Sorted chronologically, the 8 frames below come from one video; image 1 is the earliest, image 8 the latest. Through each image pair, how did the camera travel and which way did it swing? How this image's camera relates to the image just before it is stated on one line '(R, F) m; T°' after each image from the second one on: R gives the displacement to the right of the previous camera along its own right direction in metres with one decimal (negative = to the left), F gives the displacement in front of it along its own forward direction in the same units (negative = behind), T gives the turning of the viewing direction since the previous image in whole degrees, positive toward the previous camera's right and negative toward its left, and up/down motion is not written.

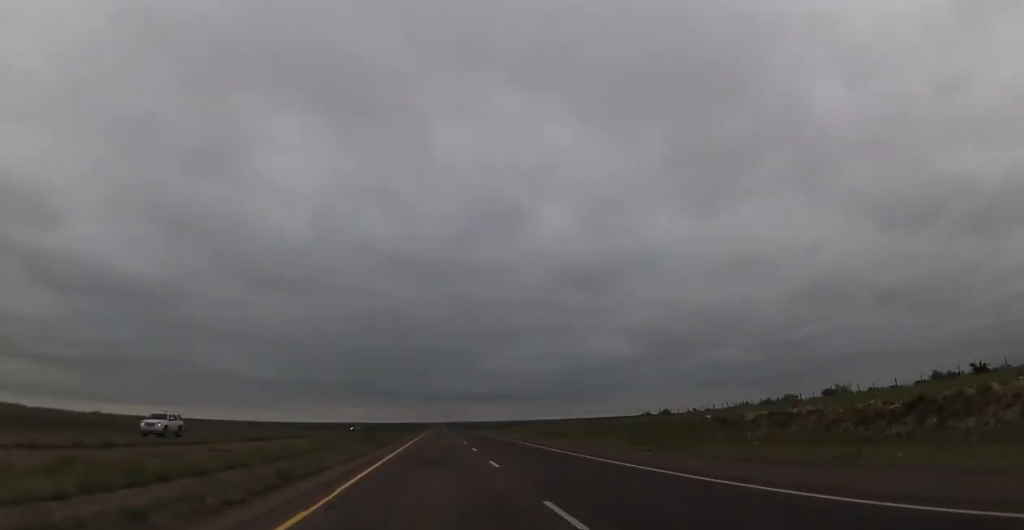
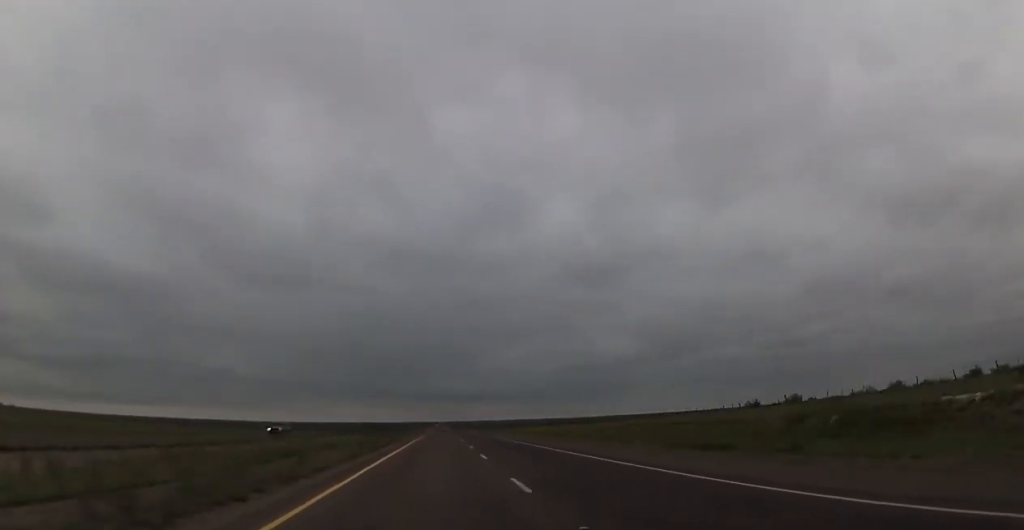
(+0.1, +44.1) m; 0°
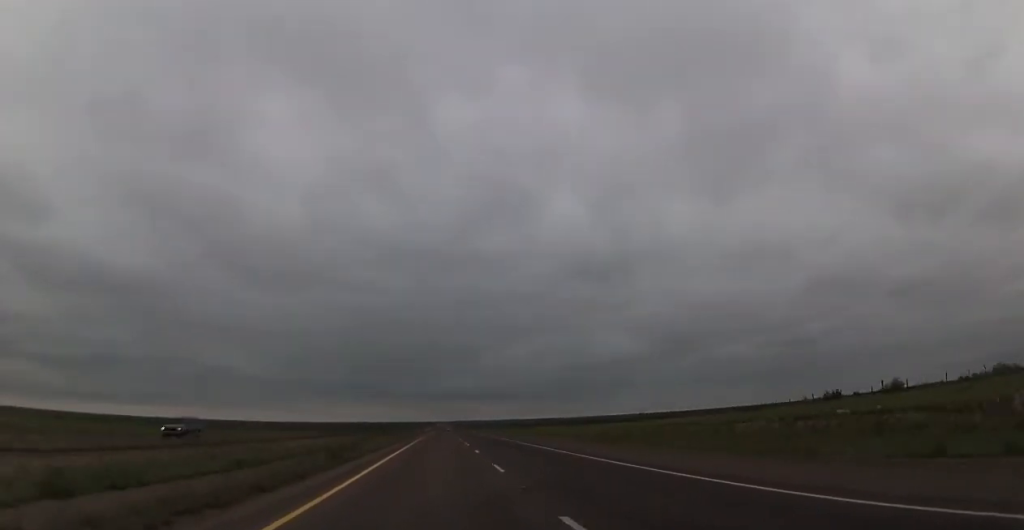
(0.0, +18.4) m; 0°
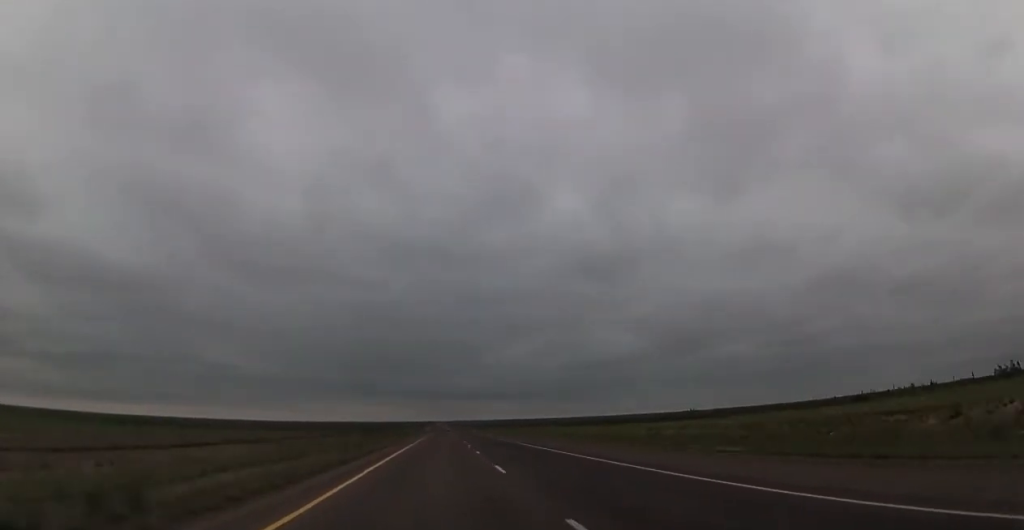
(0.0, +24.6) m; 0°
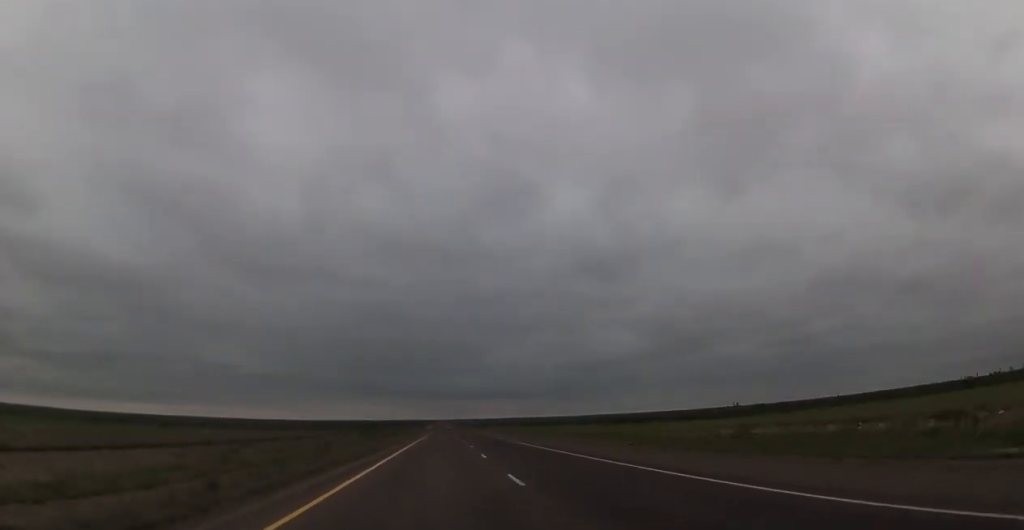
(0.0, +16.0) m; 0°
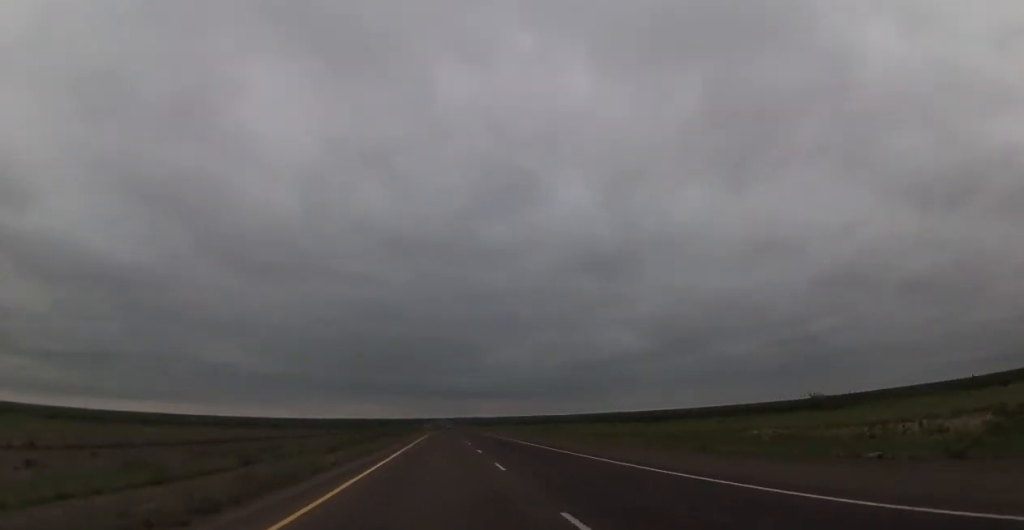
(+0.1, +19.7) m; 0°
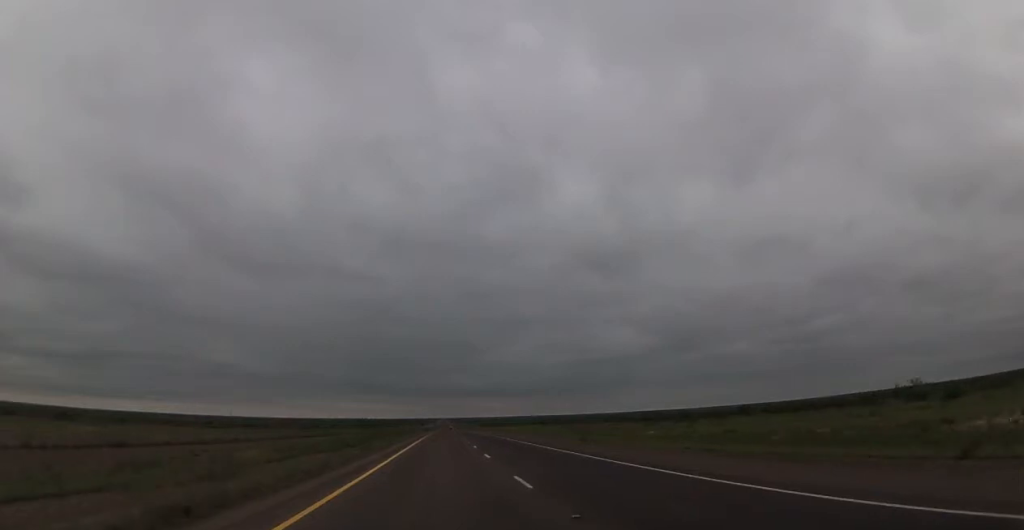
(-0.2, +17.2) m; 0°
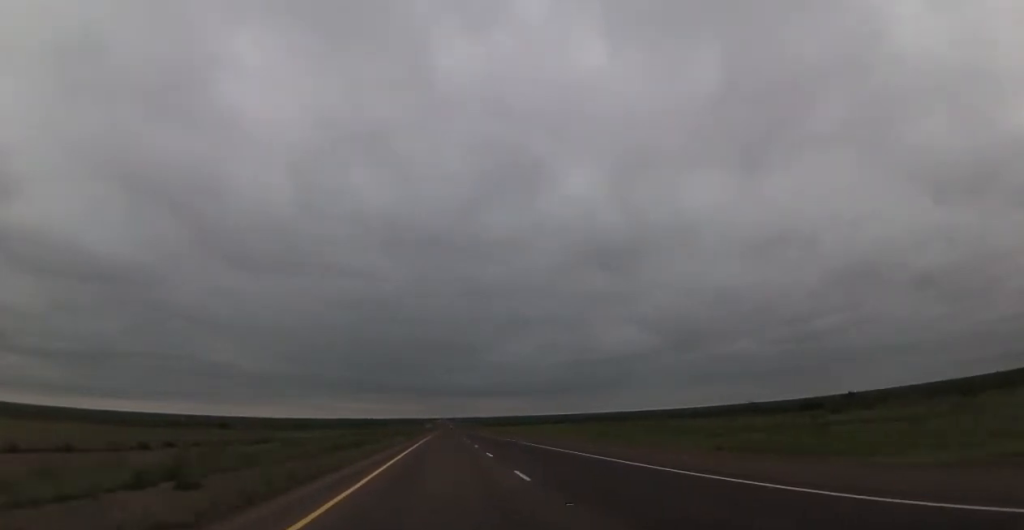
(+0.2, +46.7) m; +1°
